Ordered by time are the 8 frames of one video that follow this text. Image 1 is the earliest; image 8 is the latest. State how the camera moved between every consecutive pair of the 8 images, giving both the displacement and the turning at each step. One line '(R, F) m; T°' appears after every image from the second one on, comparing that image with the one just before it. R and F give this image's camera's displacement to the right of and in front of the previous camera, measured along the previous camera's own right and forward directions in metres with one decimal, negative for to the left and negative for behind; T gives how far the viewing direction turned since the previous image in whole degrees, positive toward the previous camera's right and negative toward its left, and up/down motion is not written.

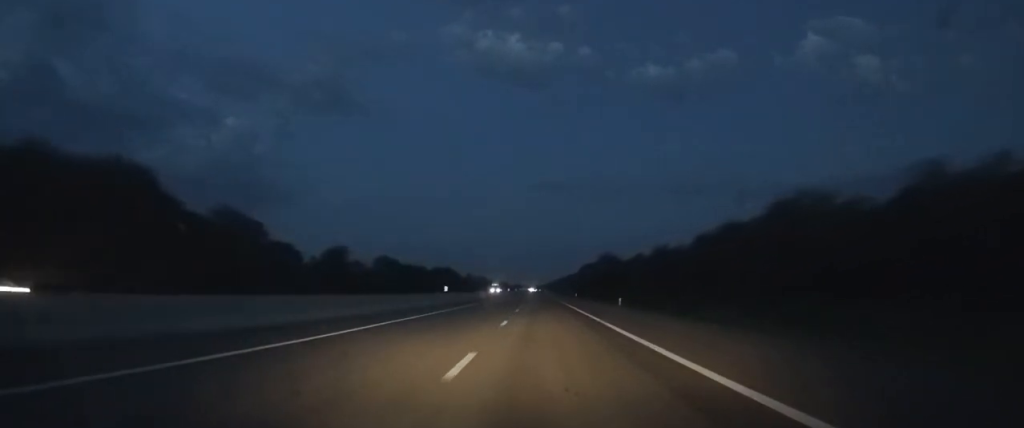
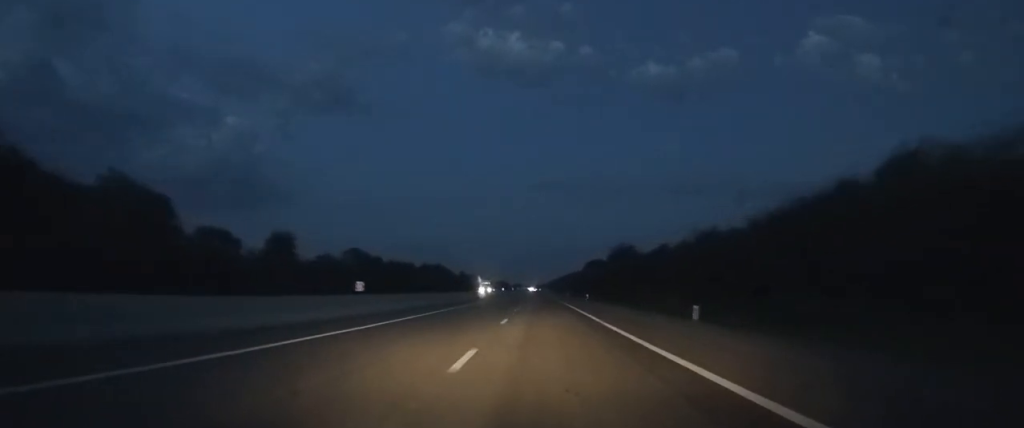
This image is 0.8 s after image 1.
(0.0, +25.4) m; 0°
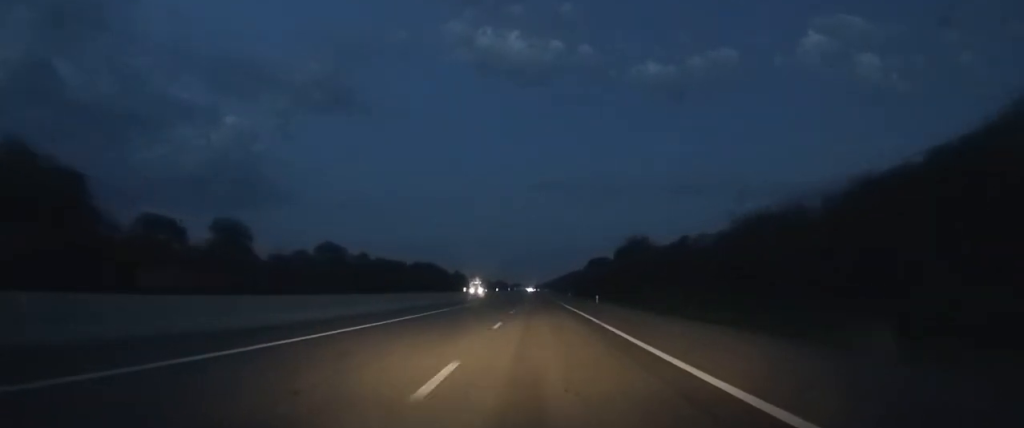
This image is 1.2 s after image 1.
(0.0, +15.4) m; 0°
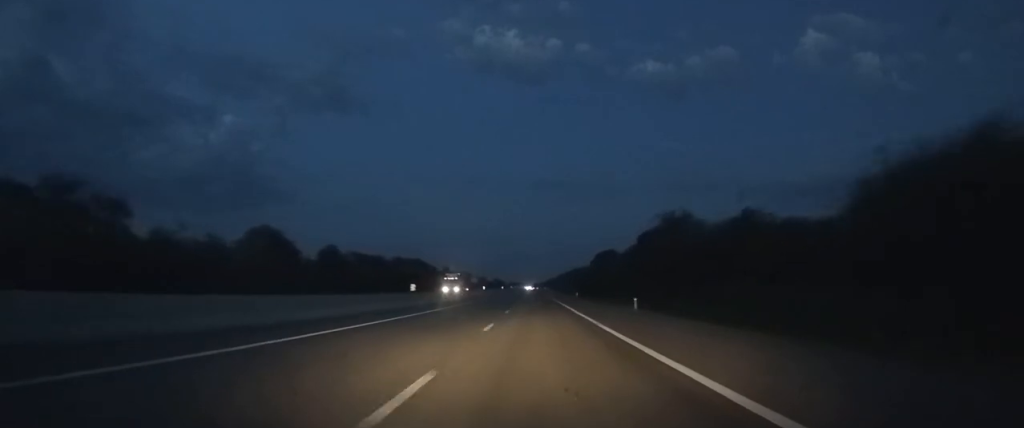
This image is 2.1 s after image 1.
(0.0, +23.8) m; 0°
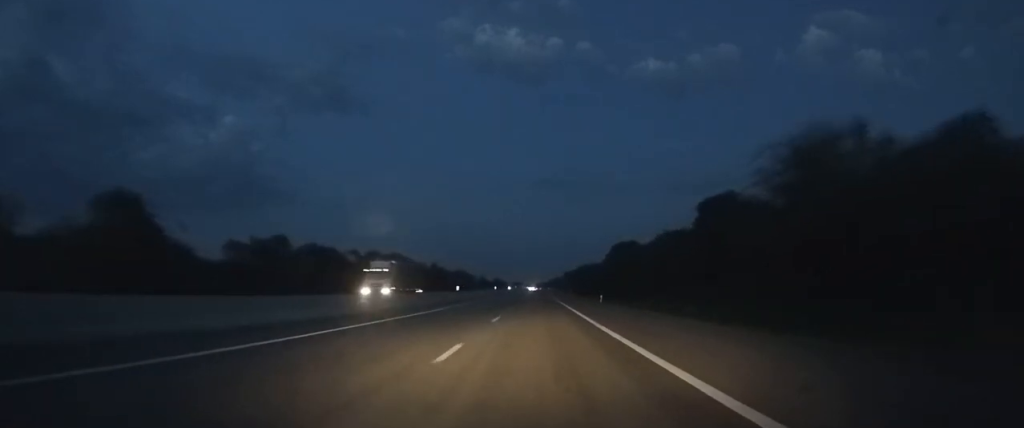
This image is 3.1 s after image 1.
(0.0, +27.6) m; 0°
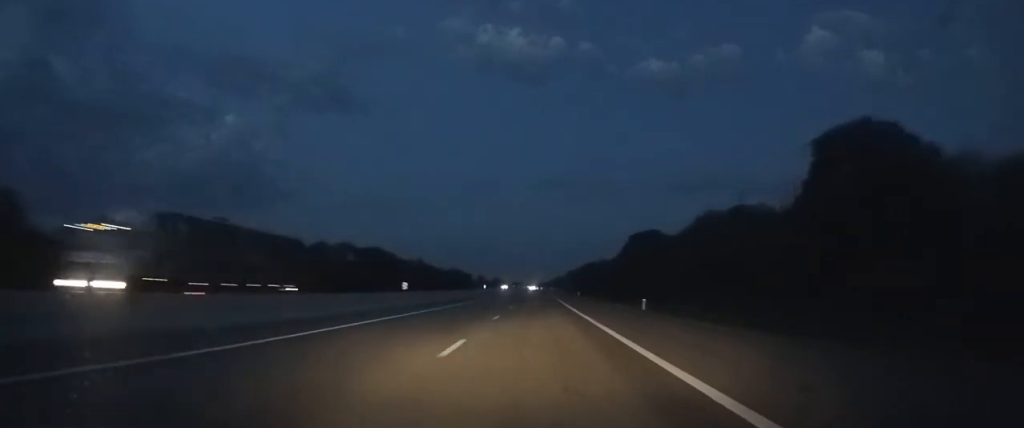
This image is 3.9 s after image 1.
(0.0, +21.0) m; 0°
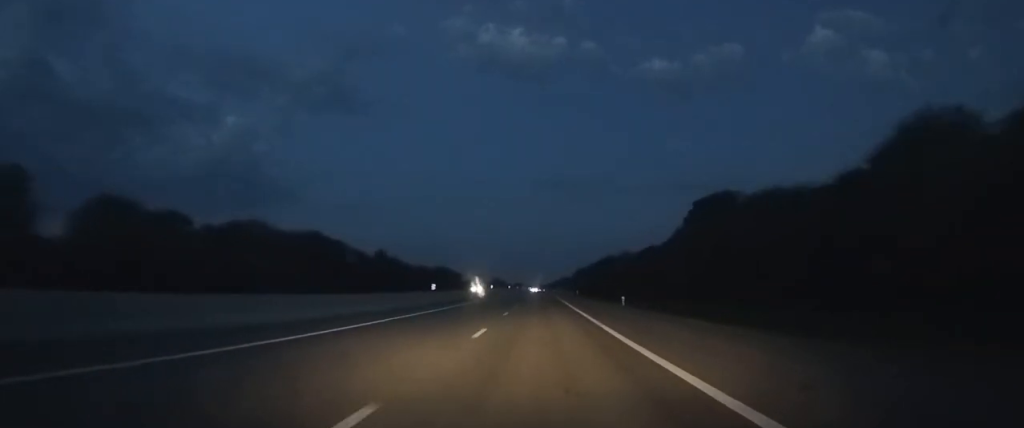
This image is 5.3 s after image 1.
(-0.2, +41.0) m; 0°
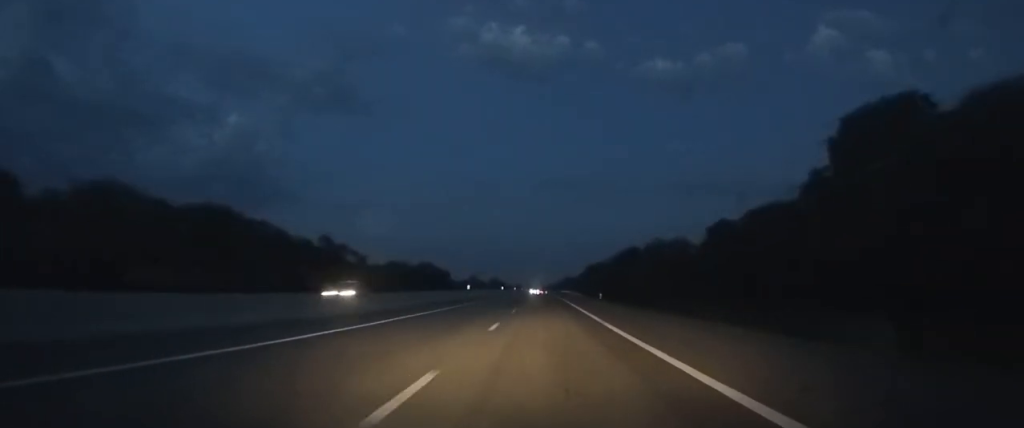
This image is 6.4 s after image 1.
(0.0, +32.9) m; 0°
